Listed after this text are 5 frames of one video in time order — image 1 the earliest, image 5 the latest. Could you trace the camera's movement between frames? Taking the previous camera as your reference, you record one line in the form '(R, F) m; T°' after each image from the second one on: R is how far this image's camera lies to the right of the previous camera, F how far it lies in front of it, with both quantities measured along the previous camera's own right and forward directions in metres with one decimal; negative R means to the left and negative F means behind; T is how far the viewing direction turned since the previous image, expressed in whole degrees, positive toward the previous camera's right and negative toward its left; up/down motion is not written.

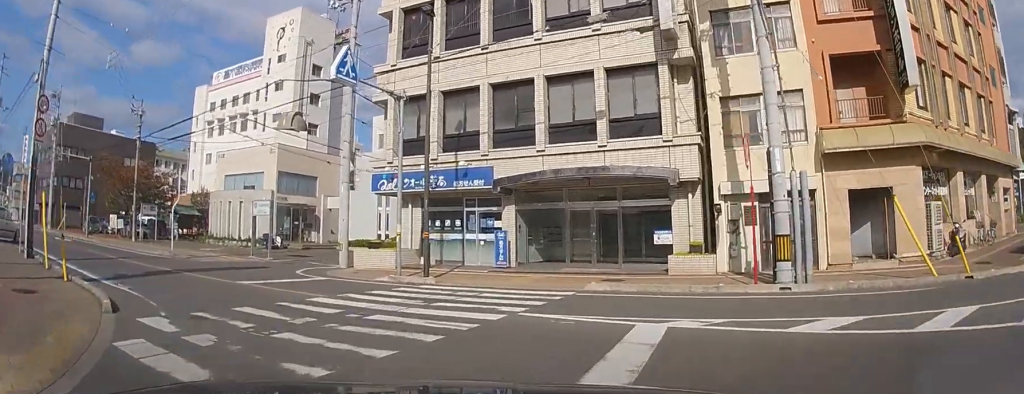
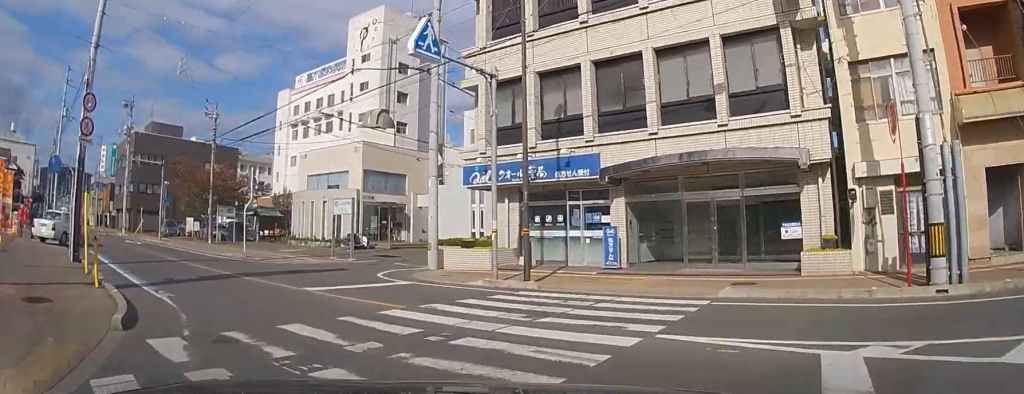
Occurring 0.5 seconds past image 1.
(-0.1, +2.0) m; -13°
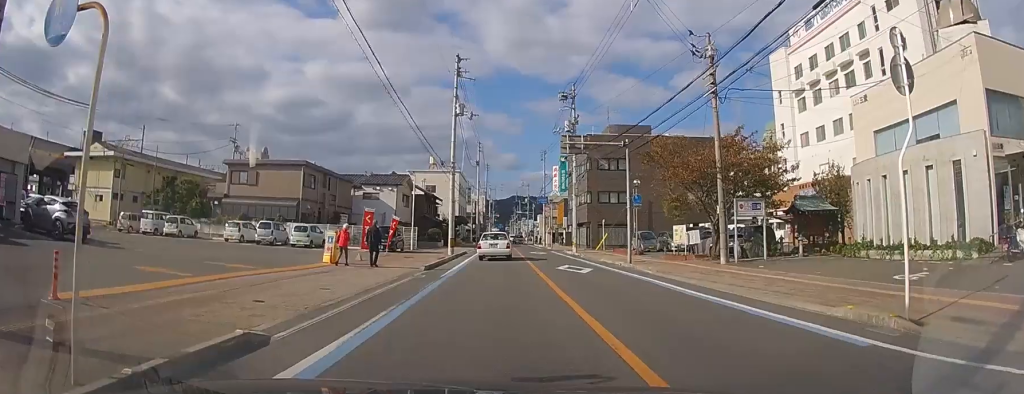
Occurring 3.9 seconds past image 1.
(-9.2, +14.2) m; -46°
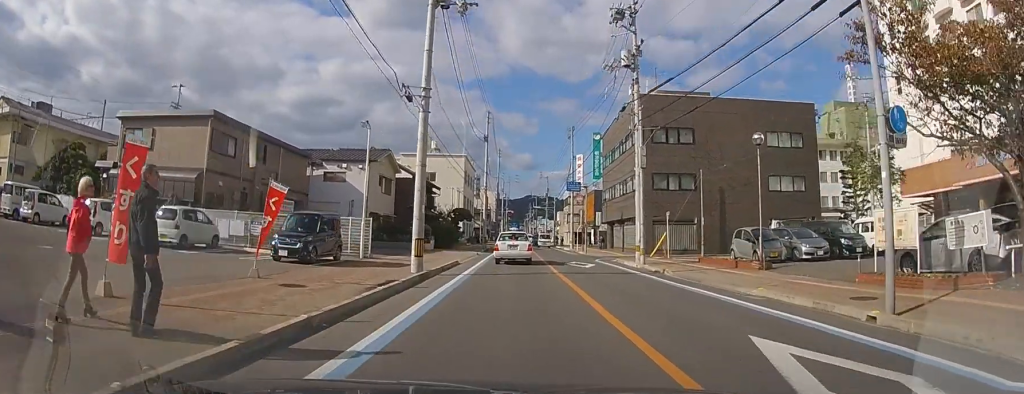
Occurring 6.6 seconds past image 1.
(-1.1, +16.0) m; -6°
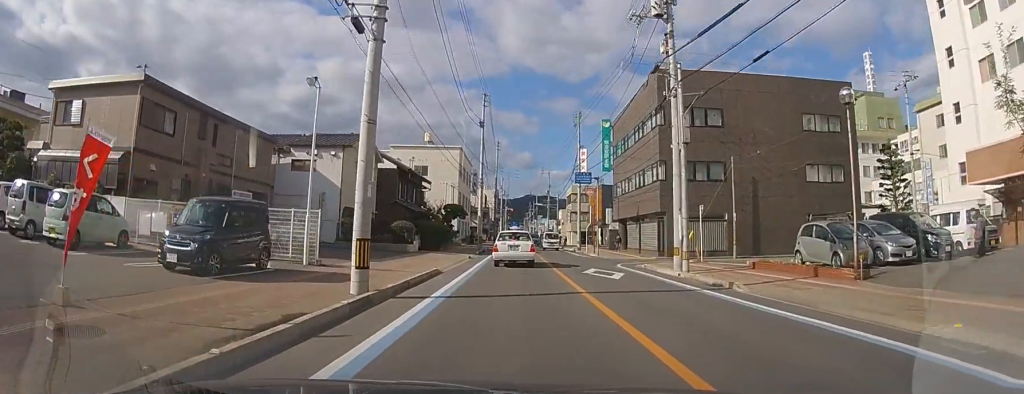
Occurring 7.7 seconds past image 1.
(0.0, +6.2) m; 0°
